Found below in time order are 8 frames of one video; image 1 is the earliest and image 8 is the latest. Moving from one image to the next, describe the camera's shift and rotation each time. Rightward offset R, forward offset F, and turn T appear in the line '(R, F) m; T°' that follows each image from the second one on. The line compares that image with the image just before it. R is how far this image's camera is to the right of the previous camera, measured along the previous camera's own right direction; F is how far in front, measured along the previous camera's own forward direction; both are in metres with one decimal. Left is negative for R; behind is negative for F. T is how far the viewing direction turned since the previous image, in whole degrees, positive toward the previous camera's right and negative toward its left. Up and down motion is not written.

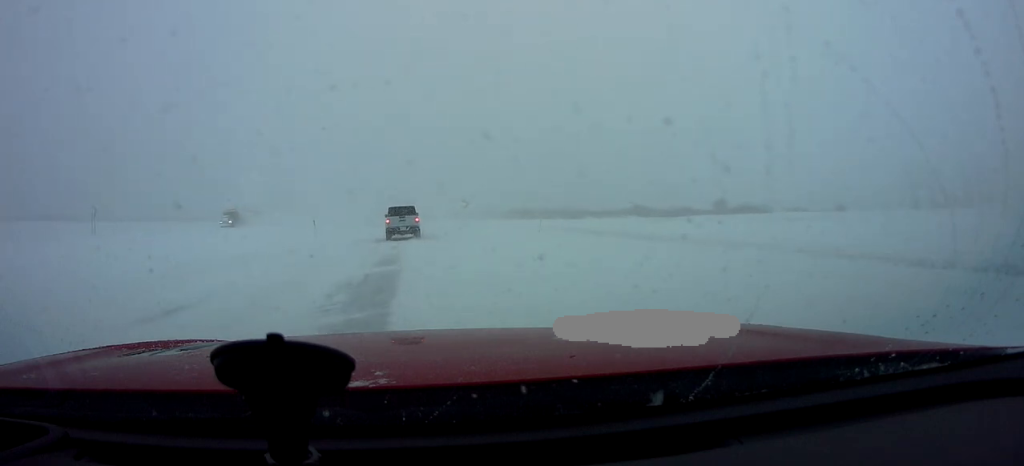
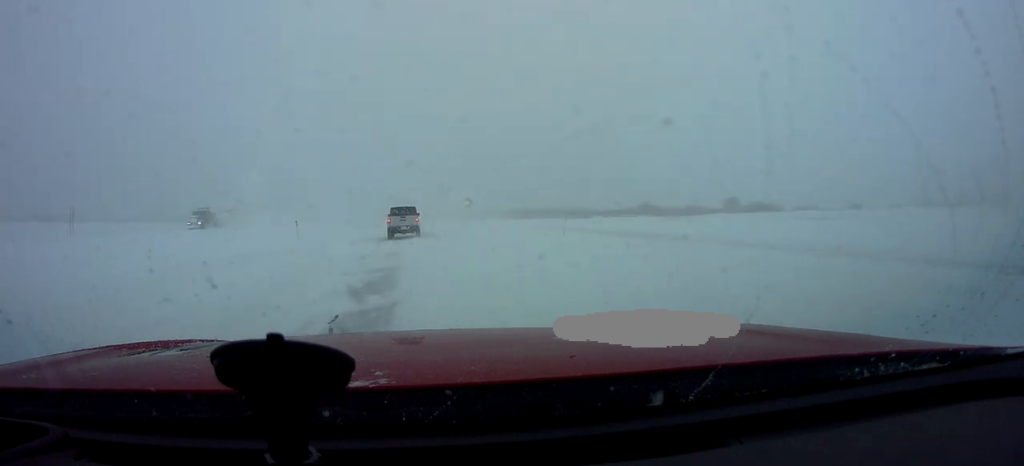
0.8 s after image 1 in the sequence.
(+0.2, +5.0) m; +2°
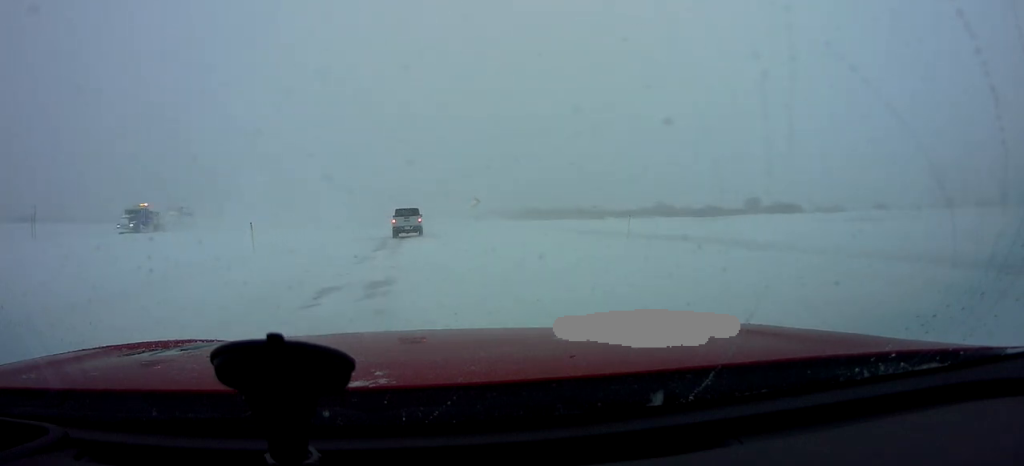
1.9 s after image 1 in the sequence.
(0.0, +7.7) m; -1°
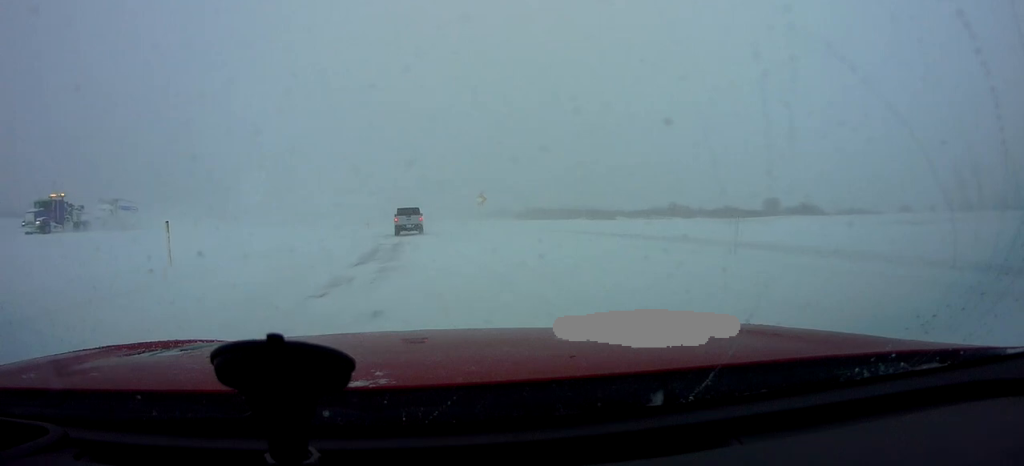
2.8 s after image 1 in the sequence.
(-0.1, +6.7) m; -1°
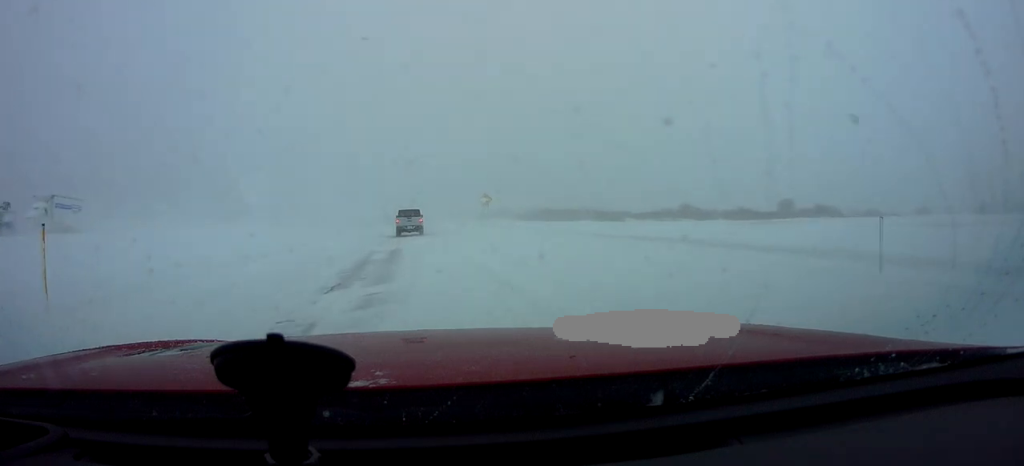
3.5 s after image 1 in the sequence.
(0.0, +4.7) m; 0°
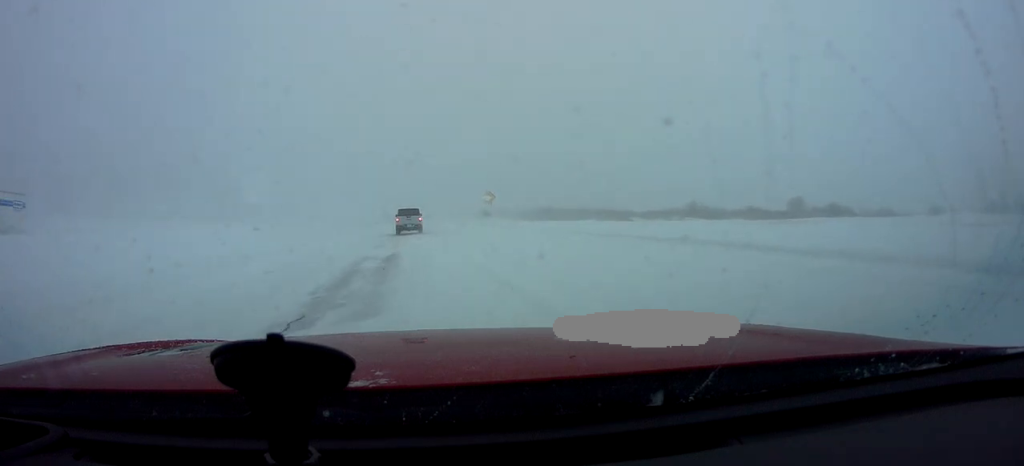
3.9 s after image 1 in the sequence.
(0.0, +3.6) m; 0°
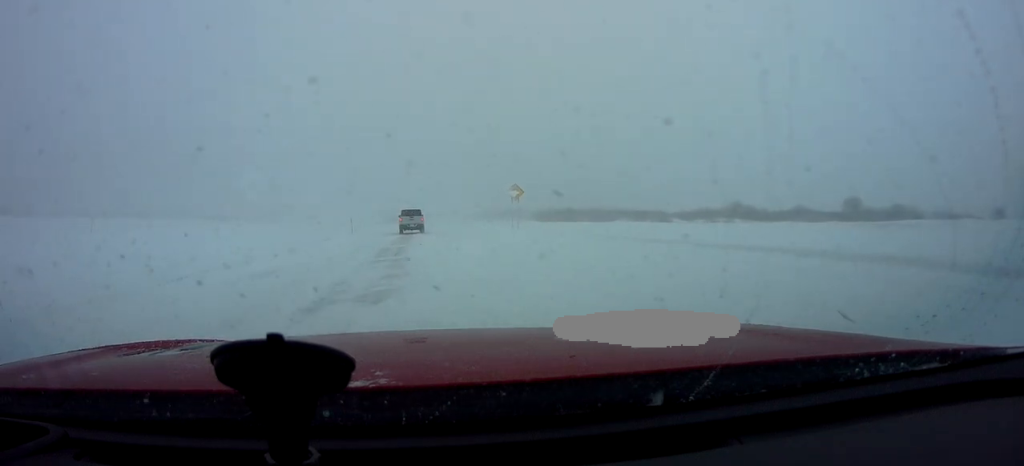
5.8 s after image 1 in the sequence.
(0.0, +14.4) m; -1°
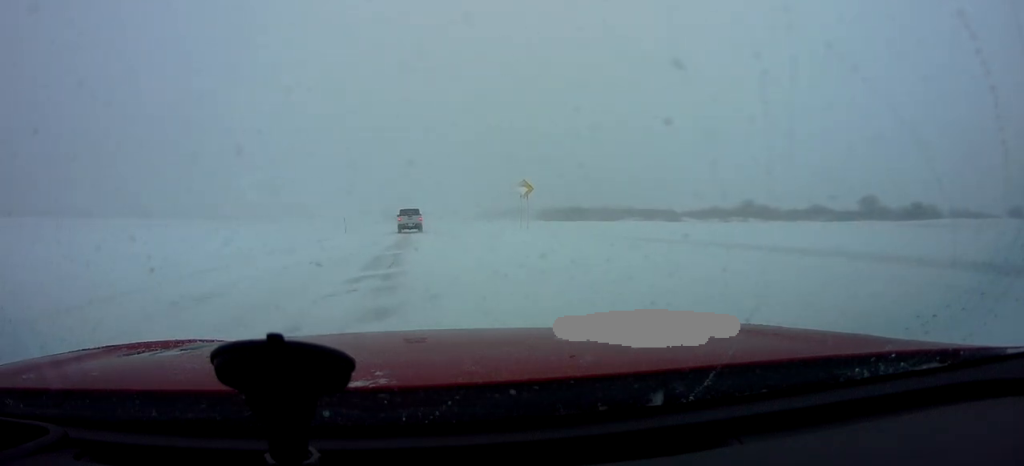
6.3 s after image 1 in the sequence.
(0.0, +4.3) m; -1°
